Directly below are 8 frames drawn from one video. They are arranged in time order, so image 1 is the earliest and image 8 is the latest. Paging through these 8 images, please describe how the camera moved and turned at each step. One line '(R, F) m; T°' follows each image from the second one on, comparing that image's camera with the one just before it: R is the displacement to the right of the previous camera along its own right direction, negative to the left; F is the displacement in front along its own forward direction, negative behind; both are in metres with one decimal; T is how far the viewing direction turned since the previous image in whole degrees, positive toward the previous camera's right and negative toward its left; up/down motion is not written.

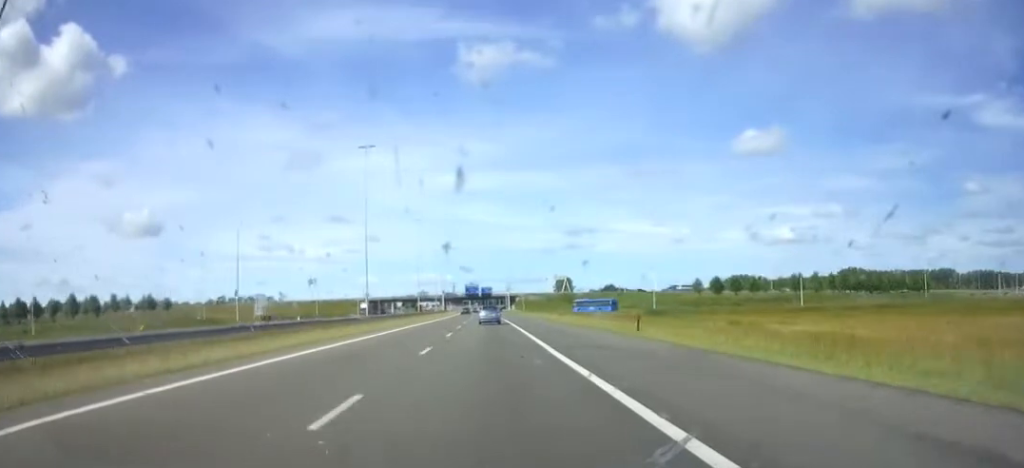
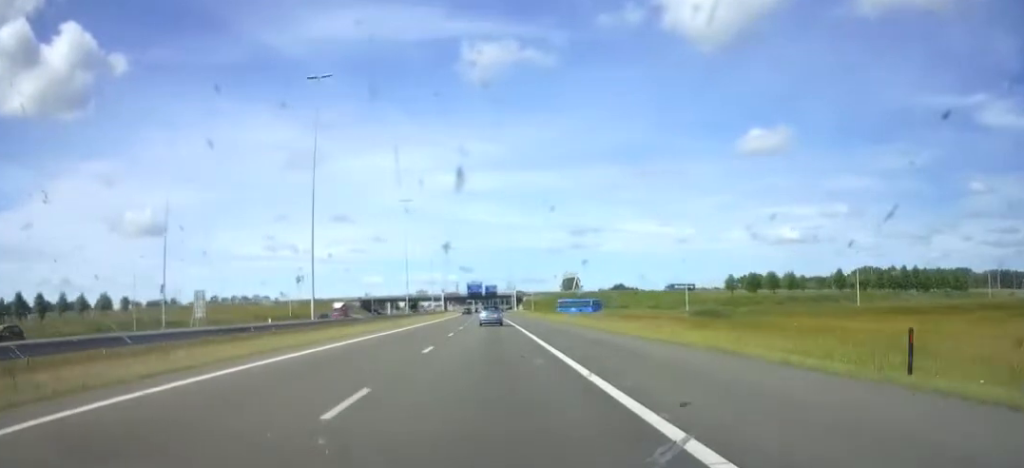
(-0.5, +23.6) m; -1°
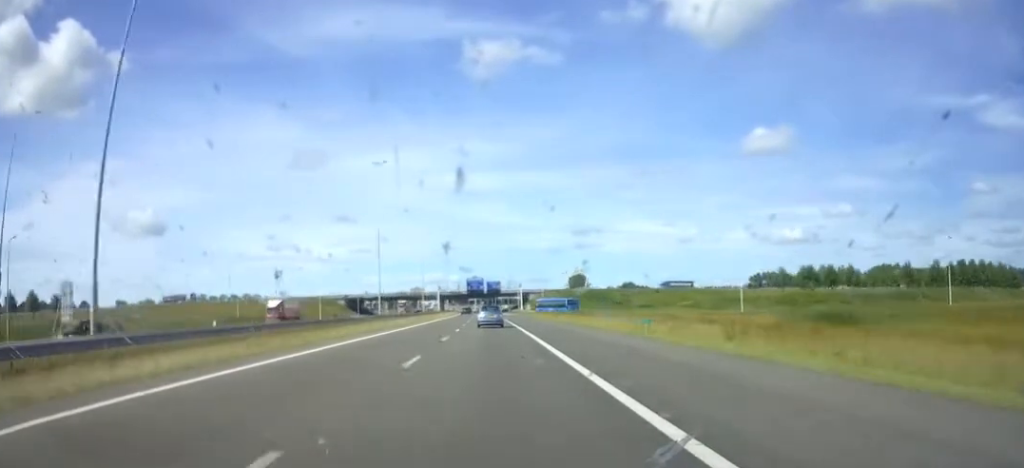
(-0.2, +29.2) m; 0°
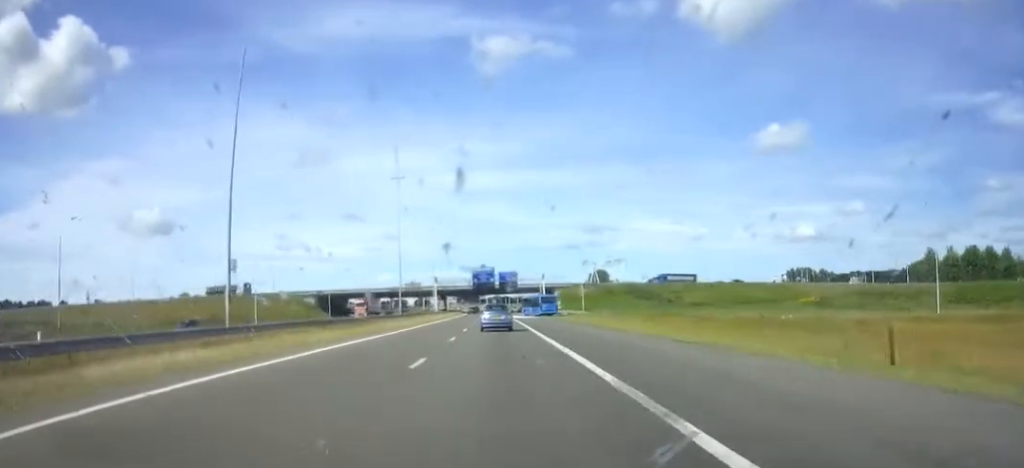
(0.0, +49.2) m; 0°
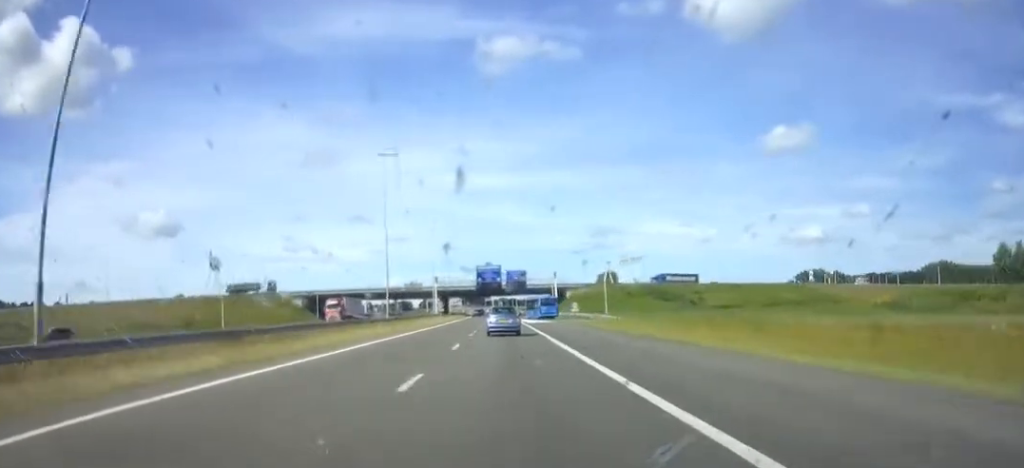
(0.0, +15.5) m; 0°
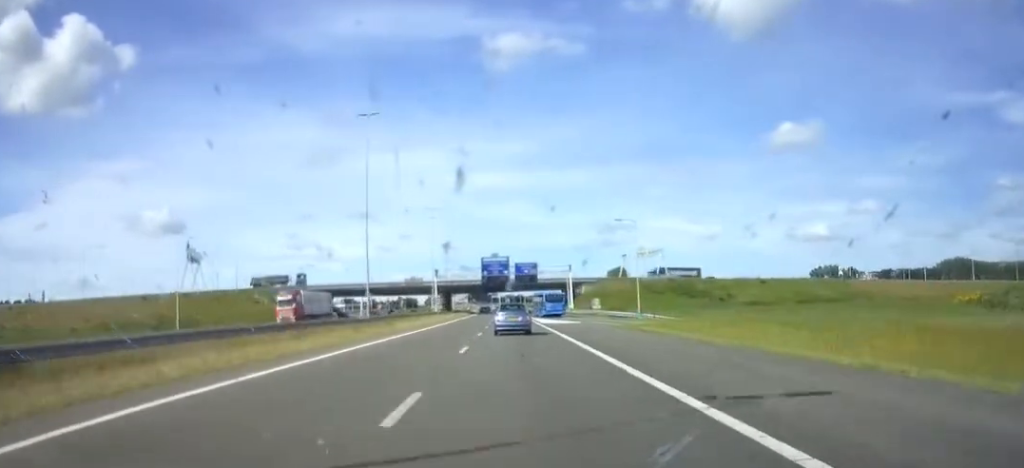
(0.0, +15.5) m; 0°
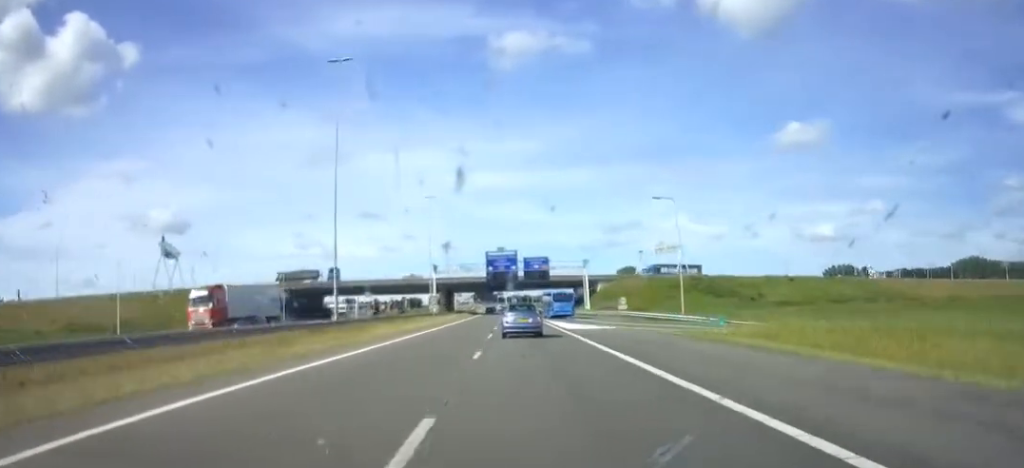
(0.0, +14.3) m; 0°
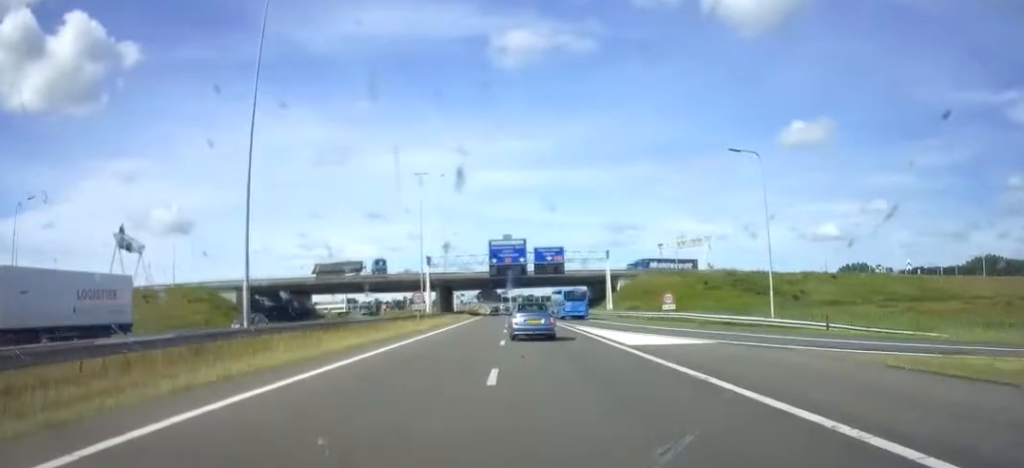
(0.0, +17.6) m; 0°
